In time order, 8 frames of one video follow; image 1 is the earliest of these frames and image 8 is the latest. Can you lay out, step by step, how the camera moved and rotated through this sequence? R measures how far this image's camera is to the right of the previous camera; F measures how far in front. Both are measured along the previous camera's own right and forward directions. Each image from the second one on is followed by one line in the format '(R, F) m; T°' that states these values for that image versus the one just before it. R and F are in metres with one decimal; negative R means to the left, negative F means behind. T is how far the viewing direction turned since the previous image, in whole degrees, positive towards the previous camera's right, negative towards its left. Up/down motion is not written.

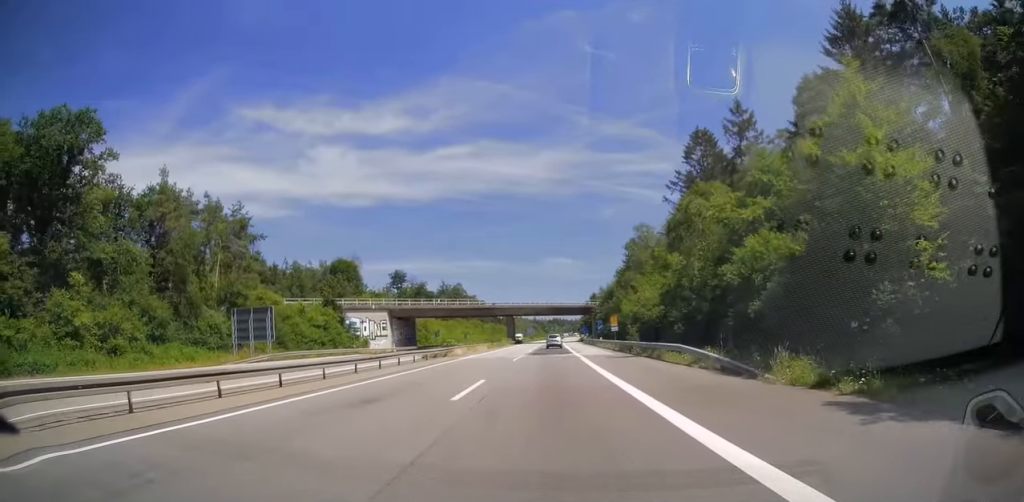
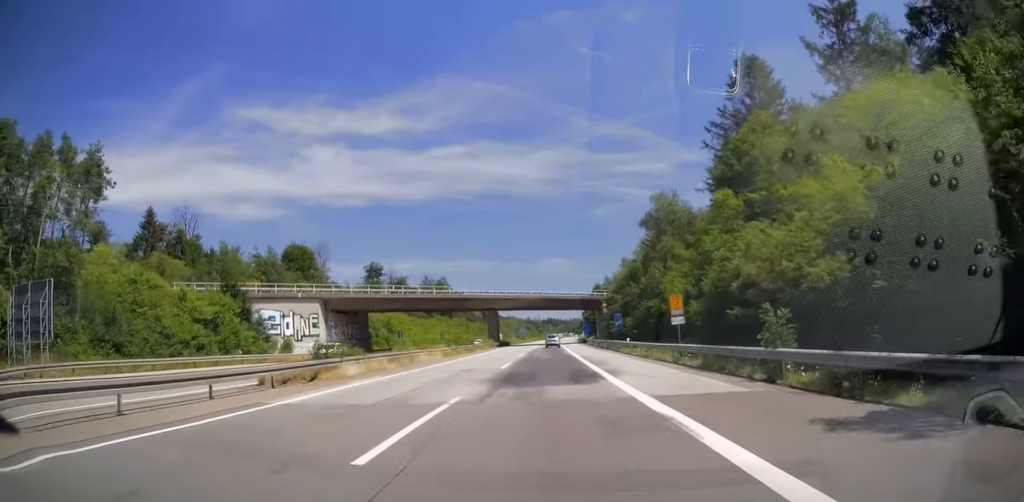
(+0.1, +28.4) m; 0°
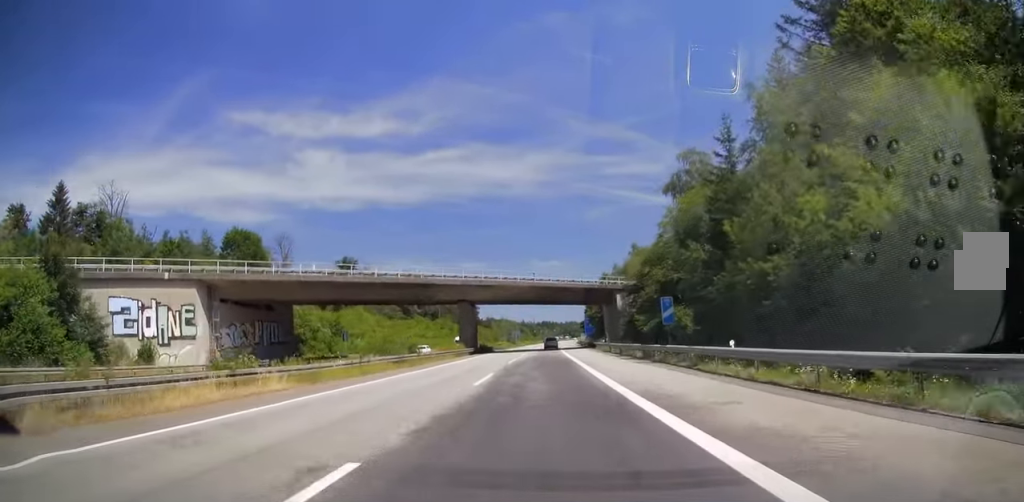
(0.0, +26.3) m; 0°
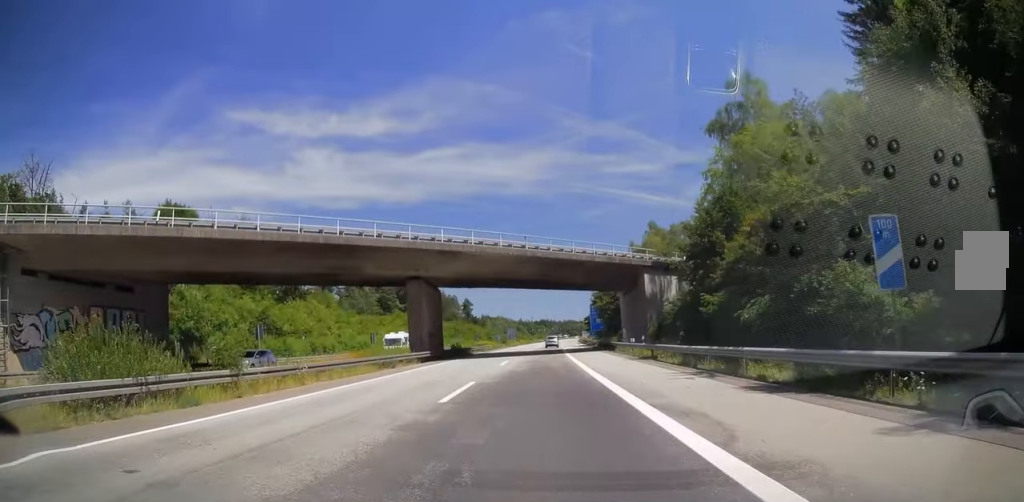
(0.0, +23.3) m; +1°
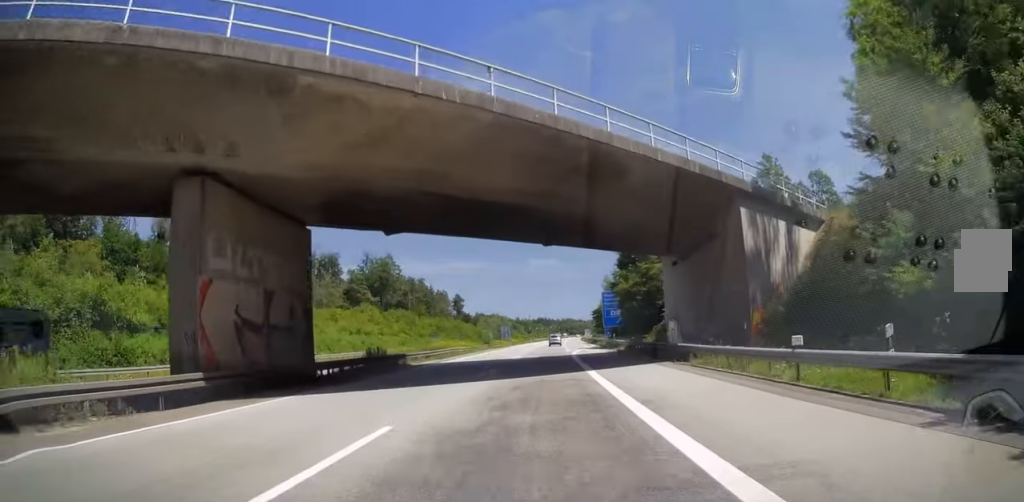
(+0.3, +27.9) m; +1°
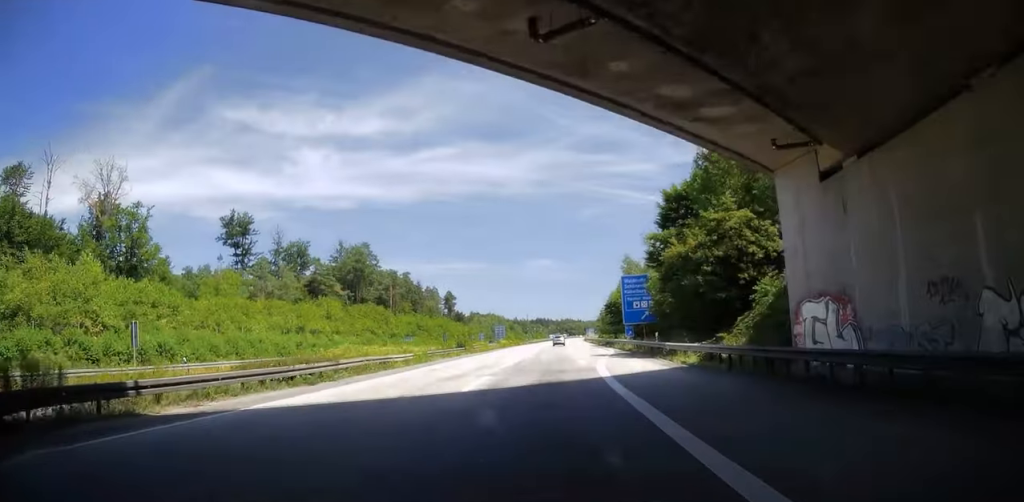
(0.0, +23.7) m; 0°
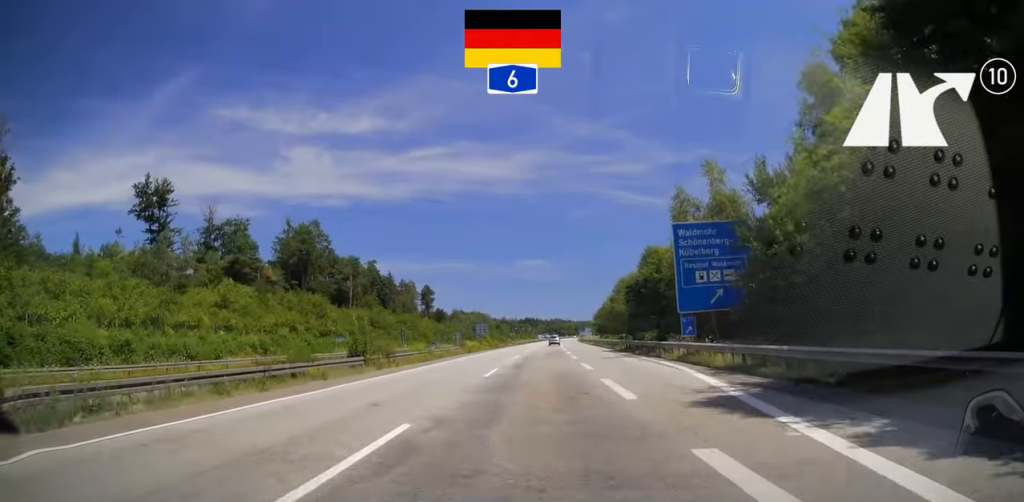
(0.0, +29.9) m; +1°
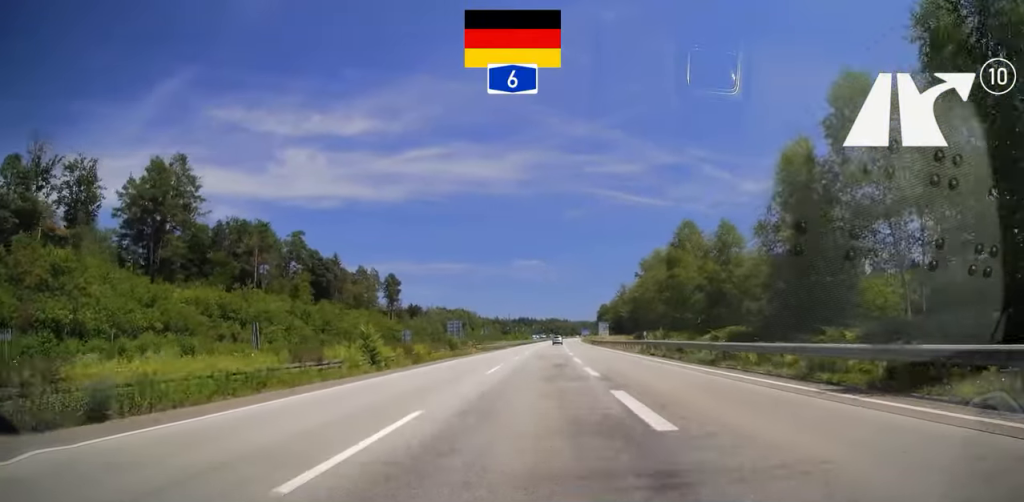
(+0.7, +52.1) m; +1°
